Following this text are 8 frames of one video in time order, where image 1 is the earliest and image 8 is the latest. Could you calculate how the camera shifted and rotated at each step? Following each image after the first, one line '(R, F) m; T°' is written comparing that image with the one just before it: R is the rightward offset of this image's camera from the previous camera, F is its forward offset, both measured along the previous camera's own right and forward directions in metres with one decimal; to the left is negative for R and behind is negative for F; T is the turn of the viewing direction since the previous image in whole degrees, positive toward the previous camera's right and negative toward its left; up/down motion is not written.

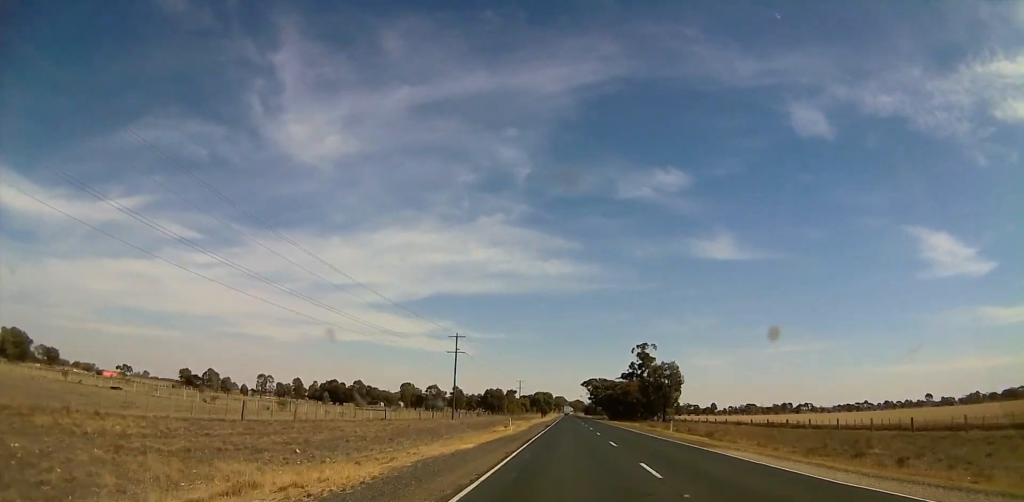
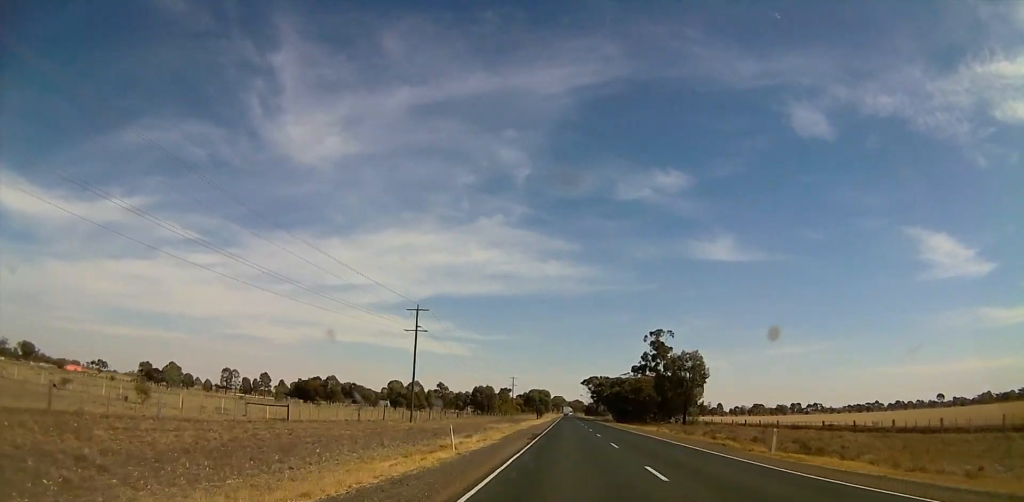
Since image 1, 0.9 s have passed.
(-0.3, +24.7) m; -1°
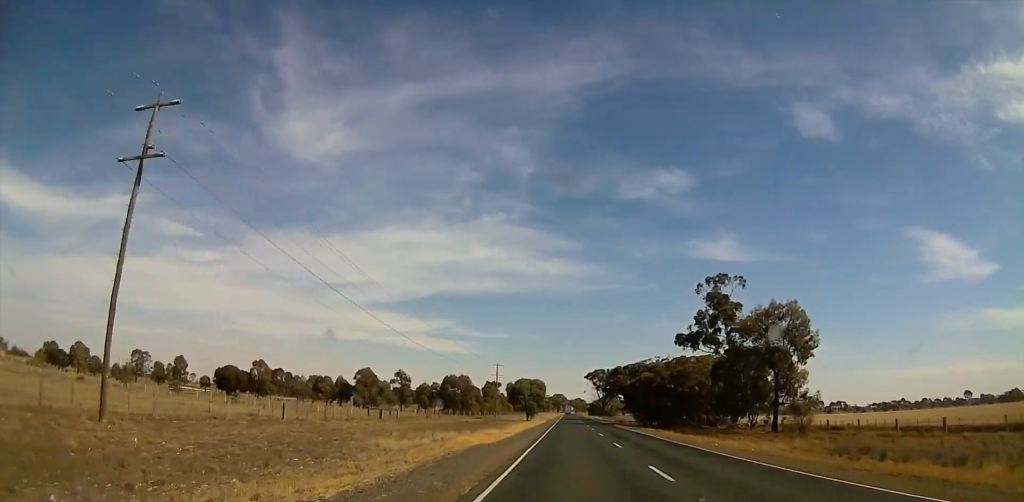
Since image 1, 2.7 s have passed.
(0.0, +46.2) m; 0°
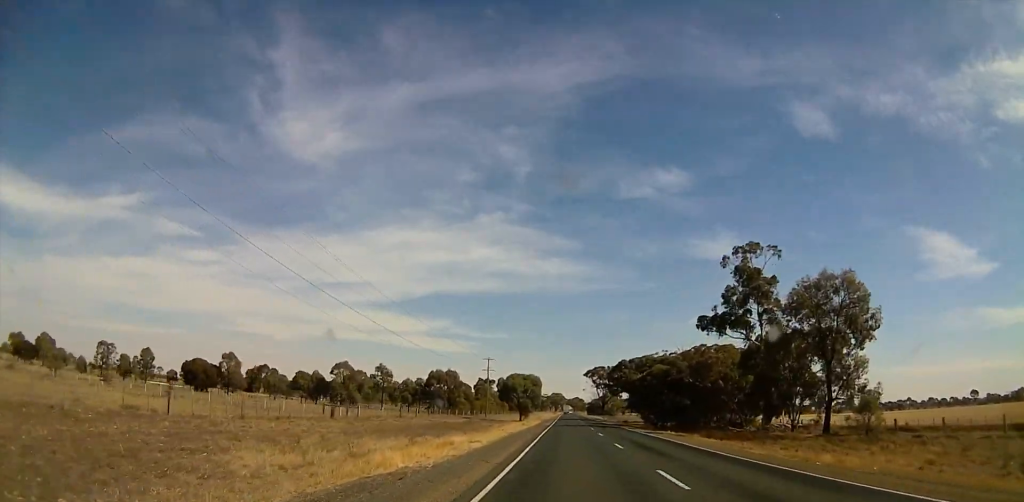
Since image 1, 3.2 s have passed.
(0.0, +13.8) m; 0°
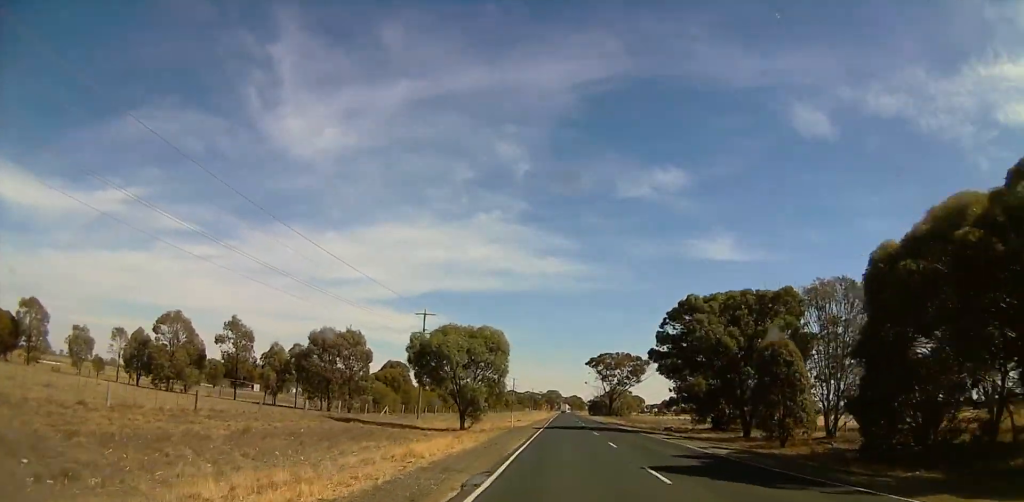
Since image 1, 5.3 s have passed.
(+0.1, +54.1) m; +1°
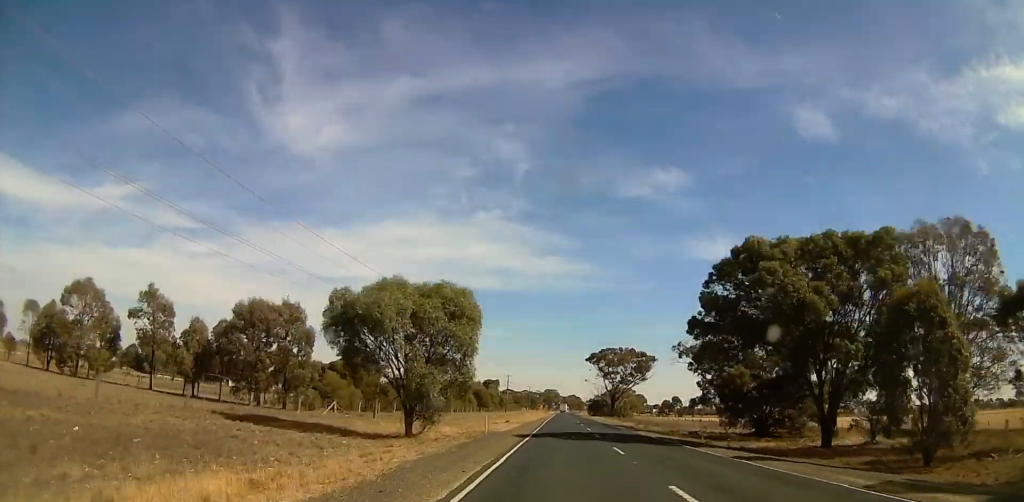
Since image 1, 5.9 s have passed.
(+0.1, +15.3) m; 0°
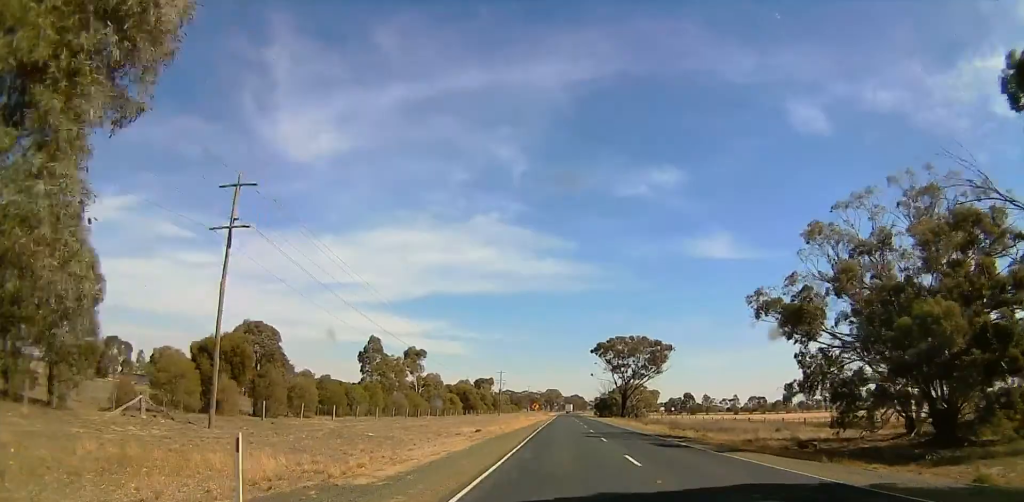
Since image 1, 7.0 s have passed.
(+0.1, +29.3) m; 0°
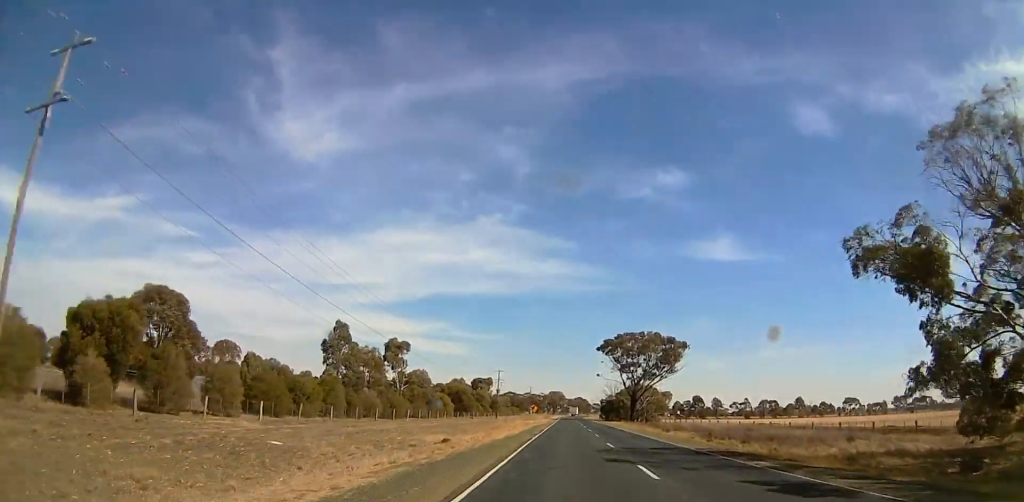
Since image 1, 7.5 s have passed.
(0.0, +15.6) m; 0°
